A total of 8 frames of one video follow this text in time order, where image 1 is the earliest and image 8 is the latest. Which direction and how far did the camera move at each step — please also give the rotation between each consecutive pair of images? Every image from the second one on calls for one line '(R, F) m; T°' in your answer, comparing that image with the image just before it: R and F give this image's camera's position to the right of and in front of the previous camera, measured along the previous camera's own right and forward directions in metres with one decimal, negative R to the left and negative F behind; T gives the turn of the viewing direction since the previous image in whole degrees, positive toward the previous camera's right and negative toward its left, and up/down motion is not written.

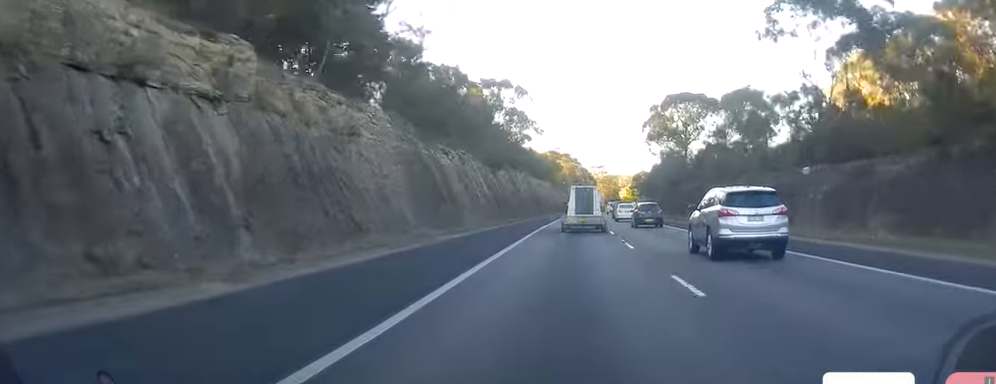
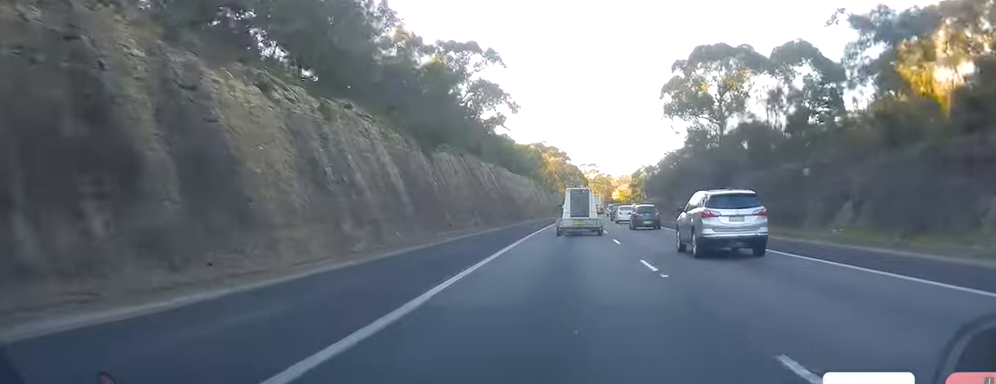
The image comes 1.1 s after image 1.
(+0.3, +31.8) m; +1°
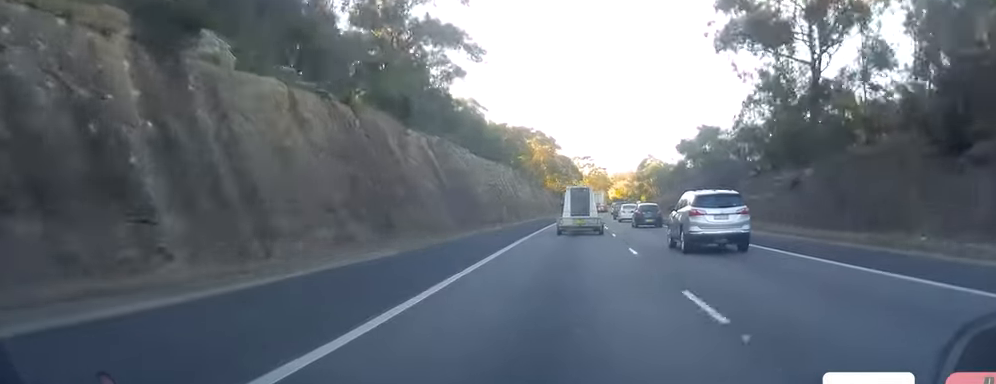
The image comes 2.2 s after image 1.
(+0.1, +31.6) m; +1°
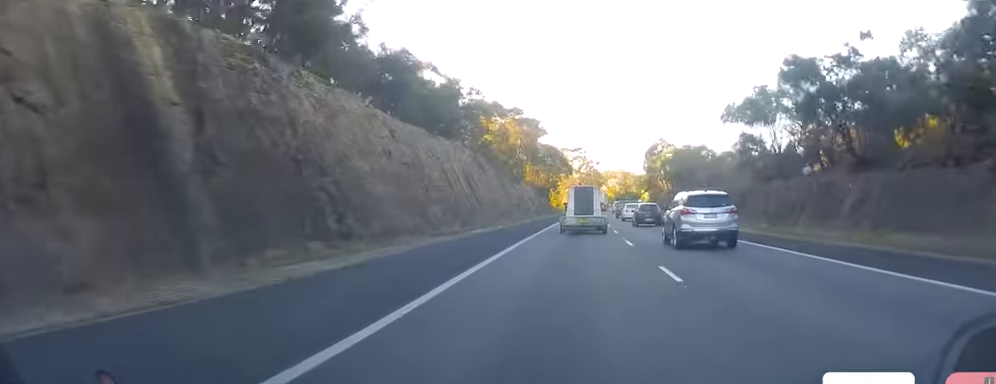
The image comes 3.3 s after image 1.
(+0.7, +32.1) m; +2°
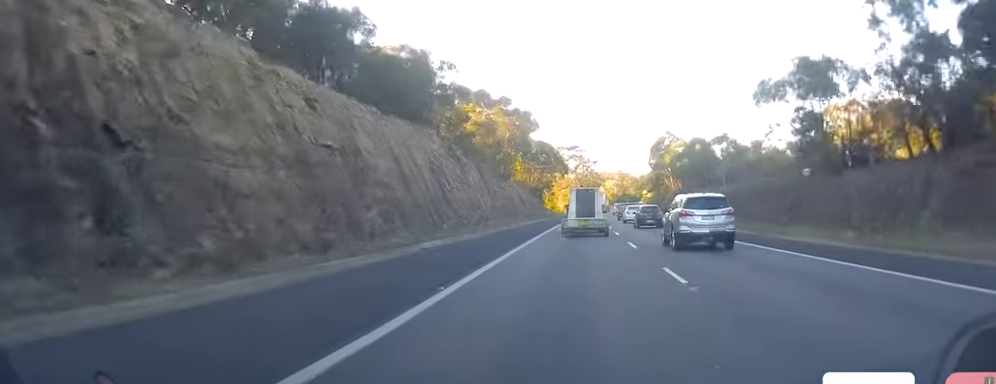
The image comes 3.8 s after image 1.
(+0.2, +12.1) m; 0°
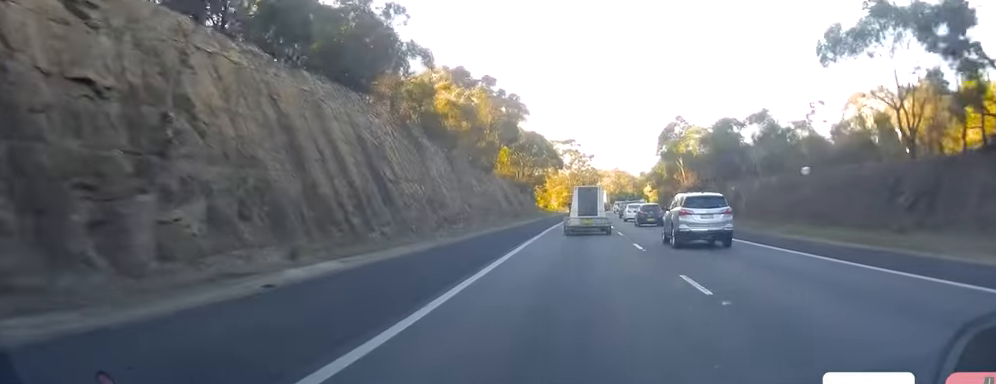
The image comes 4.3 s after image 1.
(+0.1, +14.0) m; 0°
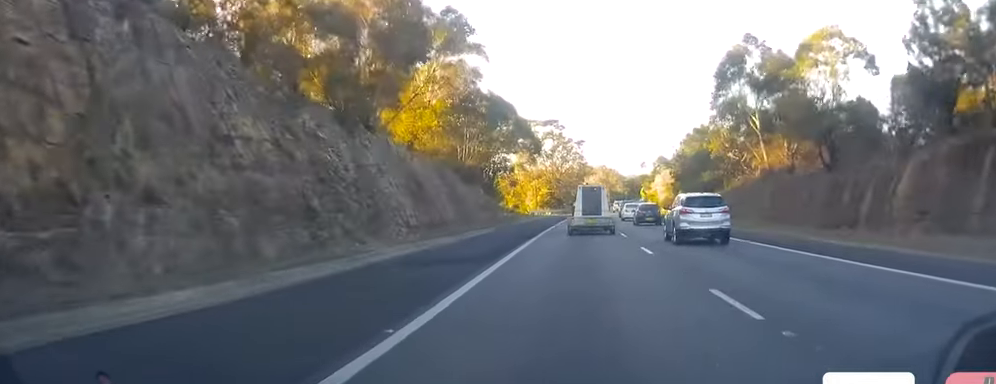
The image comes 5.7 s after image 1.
(-0.3, +38.6) m; +1°
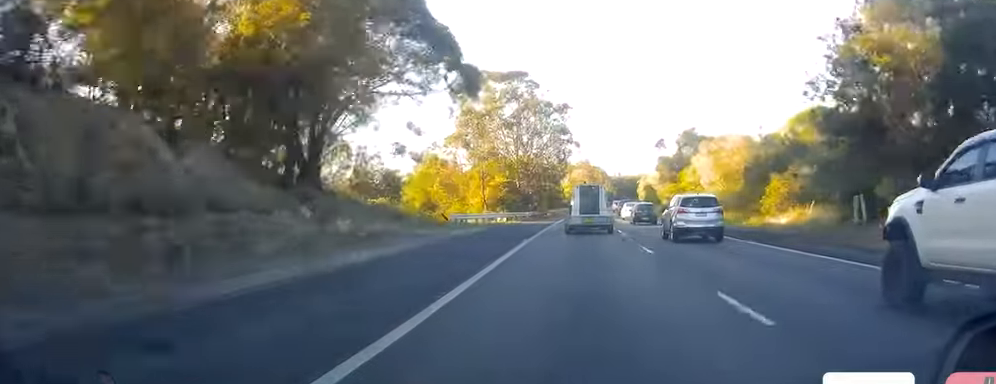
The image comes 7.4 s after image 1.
(+1.3, +48.6) m; +2°
